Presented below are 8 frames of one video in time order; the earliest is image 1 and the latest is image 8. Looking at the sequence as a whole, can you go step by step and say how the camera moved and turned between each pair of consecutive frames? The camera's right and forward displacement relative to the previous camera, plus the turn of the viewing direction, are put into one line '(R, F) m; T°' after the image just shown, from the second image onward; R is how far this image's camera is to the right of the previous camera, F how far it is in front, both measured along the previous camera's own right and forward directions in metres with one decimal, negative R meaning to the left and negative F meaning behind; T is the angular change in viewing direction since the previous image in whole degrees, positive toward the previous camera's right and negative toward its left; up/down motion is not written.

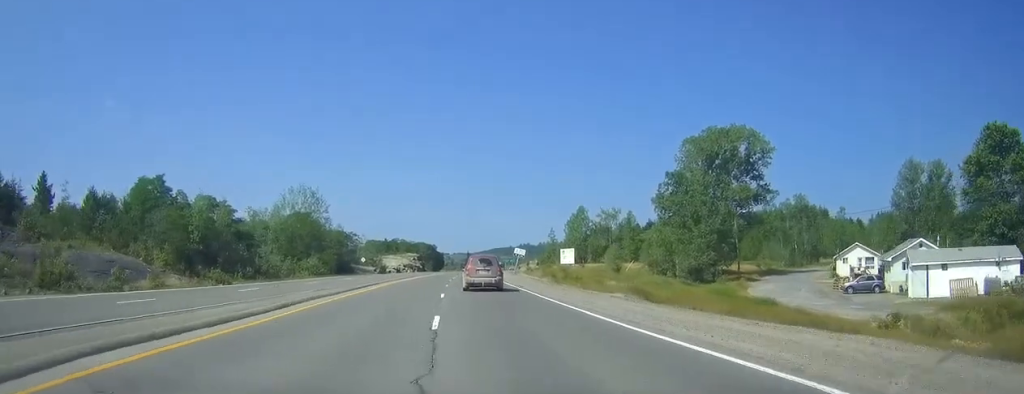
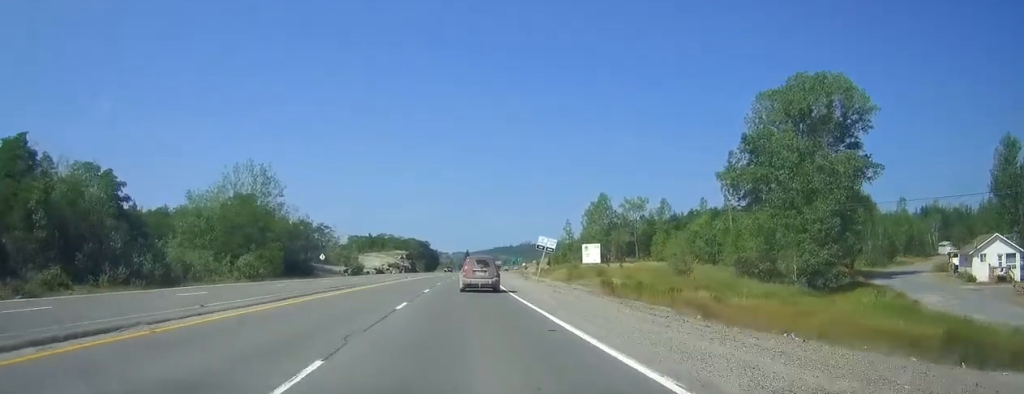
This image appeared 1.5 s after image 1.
(+0.2, +31.6) m; +1°
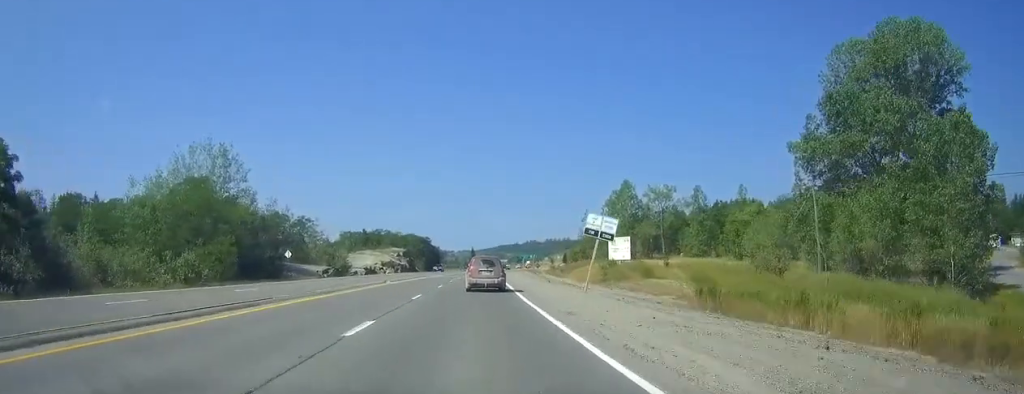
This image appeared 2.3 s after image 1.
(0.0, +18.7) m; 0°
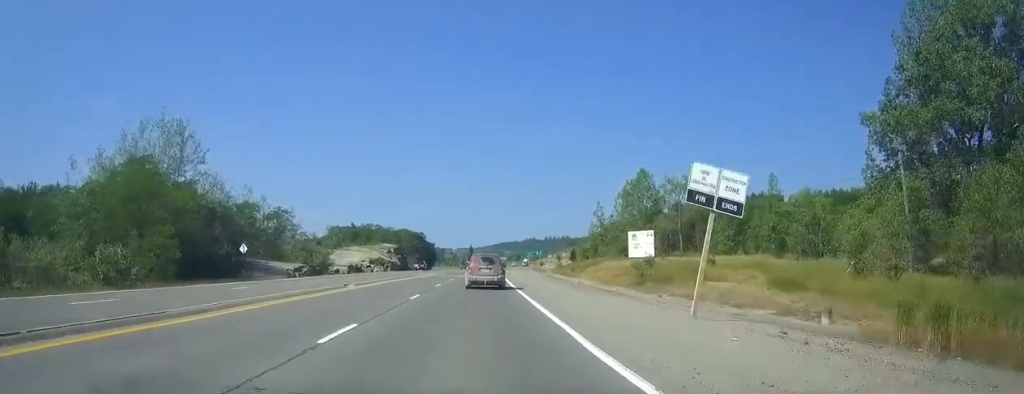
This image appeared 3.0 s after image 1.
(-0.1, +13.7) m; 0°
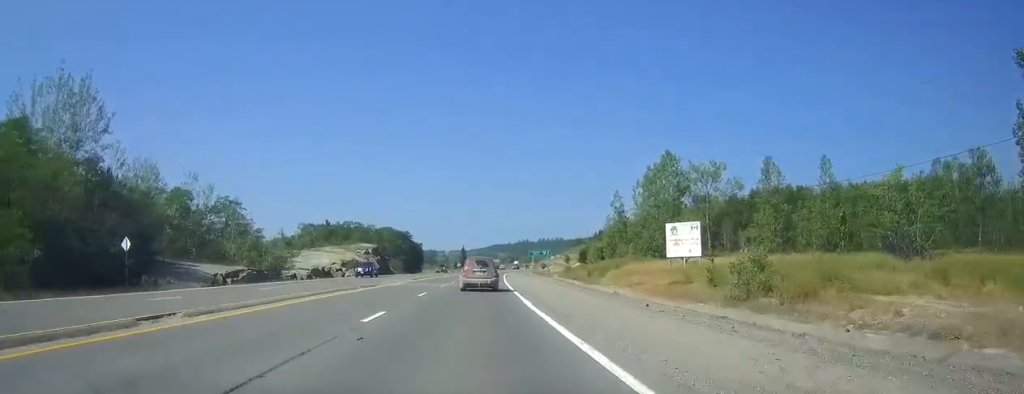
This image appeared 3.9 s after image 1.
(0.0, +20.2) m; 0°
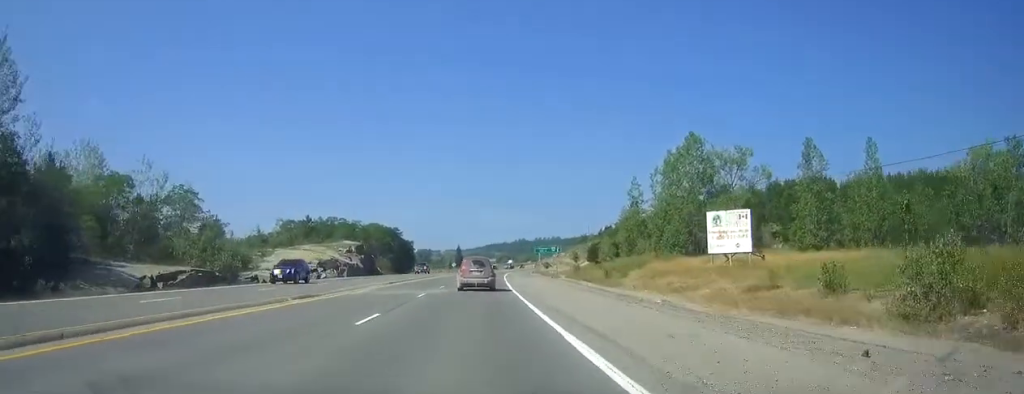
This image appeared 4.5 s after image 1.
(+0.1, +13.1) m; 0°
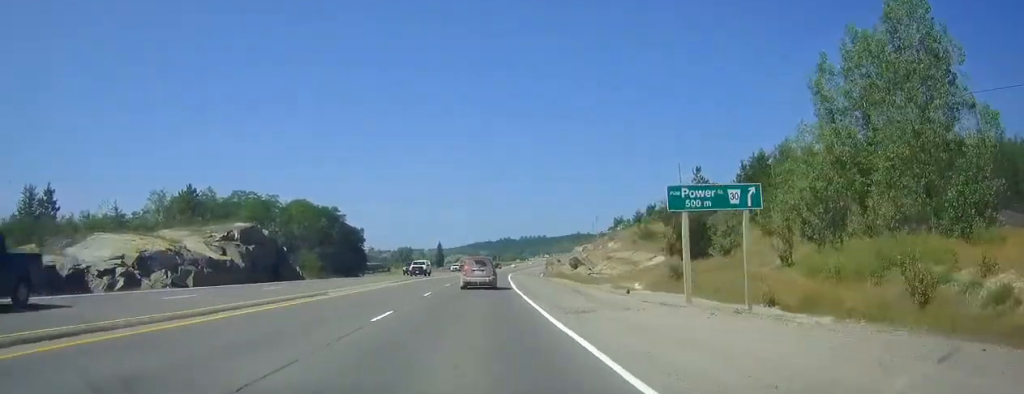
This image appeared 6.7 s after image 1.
(+0.4, +48.0) m; +2°
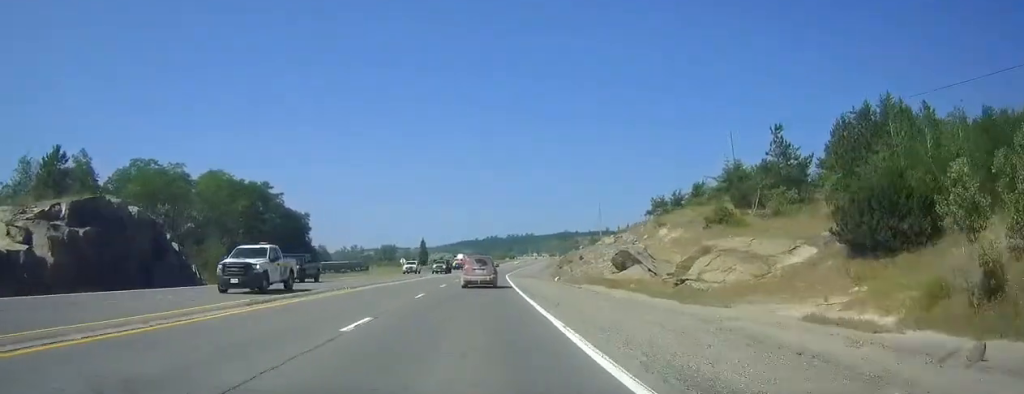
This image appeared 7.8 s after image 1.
(+0.3, +26.6) m; +1°
